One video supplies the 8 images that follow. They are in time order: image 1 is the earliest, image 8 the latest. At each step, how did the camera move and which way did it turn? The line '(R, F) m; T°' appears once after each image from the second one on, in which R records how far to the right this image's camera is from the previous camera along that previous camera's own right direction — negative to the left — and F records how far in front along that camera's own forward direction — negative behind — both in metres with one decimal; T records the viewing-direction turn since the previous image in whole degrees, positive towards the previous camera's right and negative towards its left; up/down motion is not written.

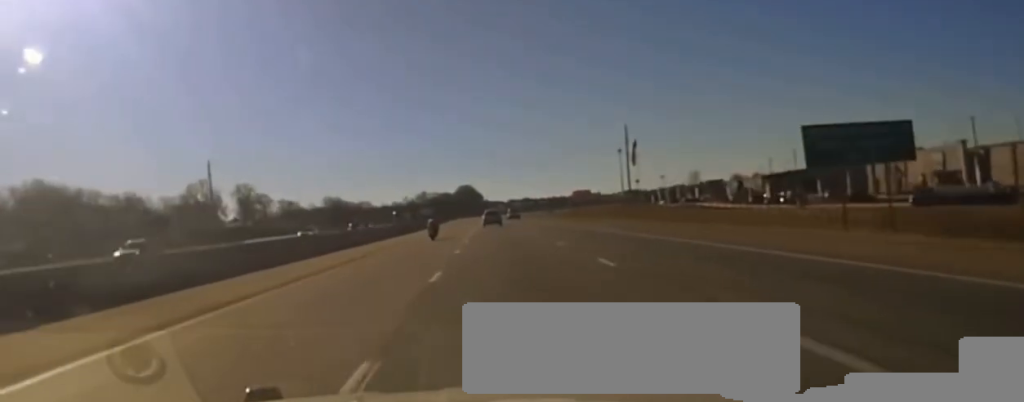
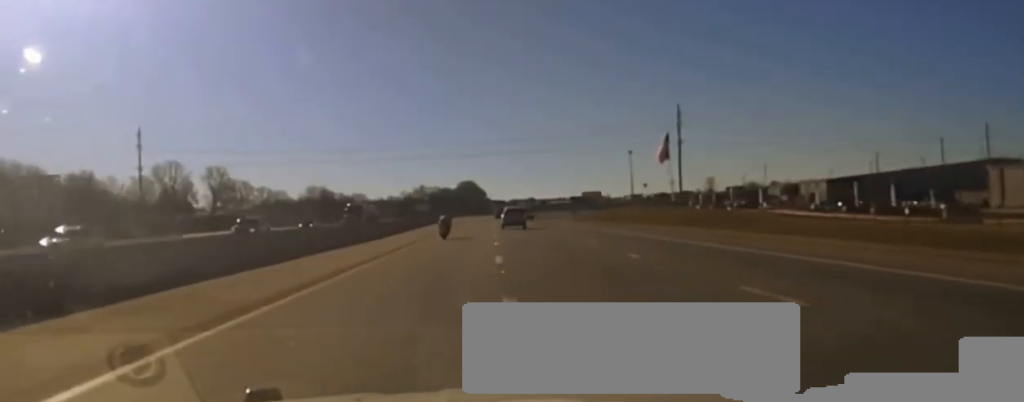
(-0.1, +41.8) m; 0°
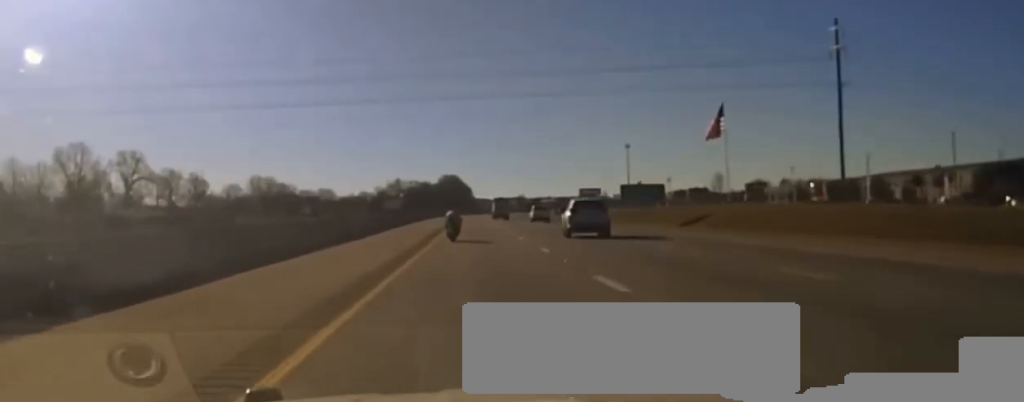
(0.0, +70.5) m; +1°
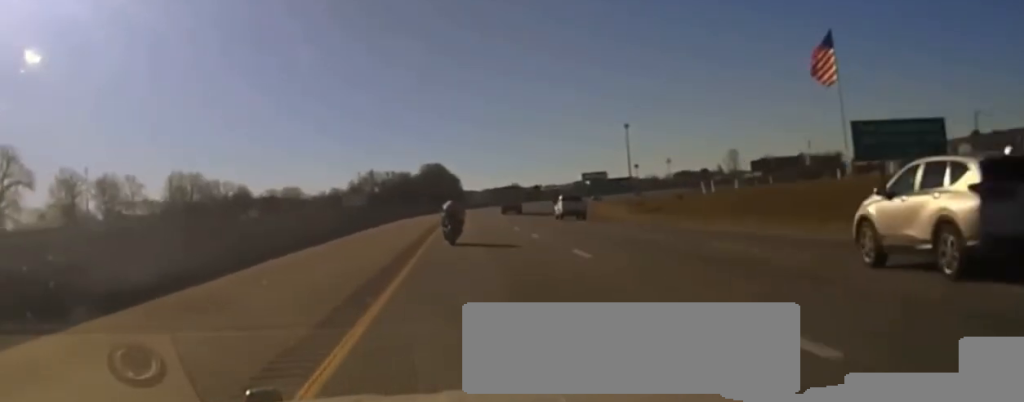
(+1.4, +66.2) m; +2°
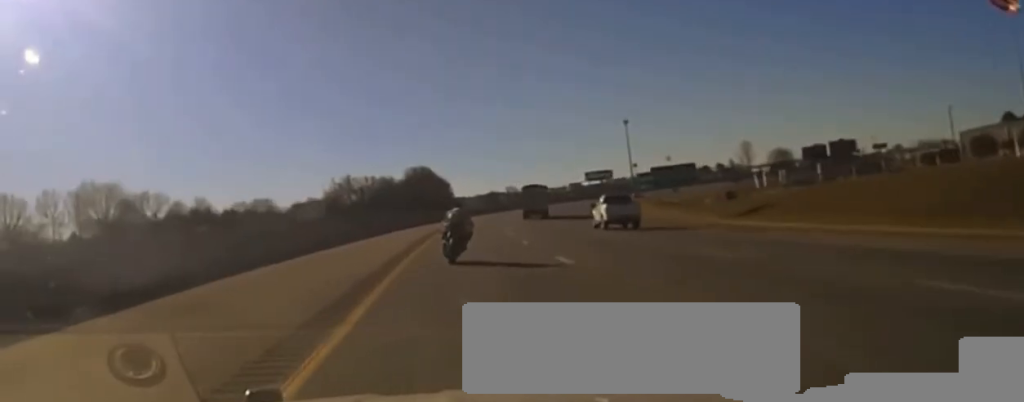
(+0.1, +47.3) m; +1°
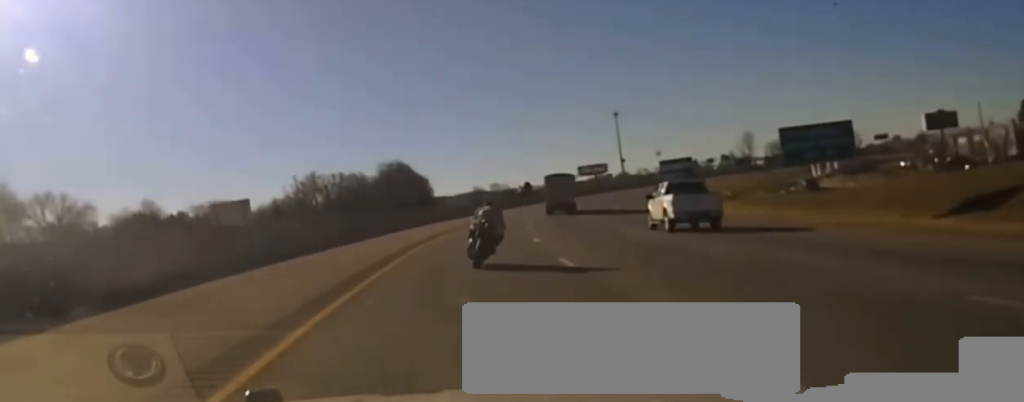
(+0.6, +36.4) m; +2°
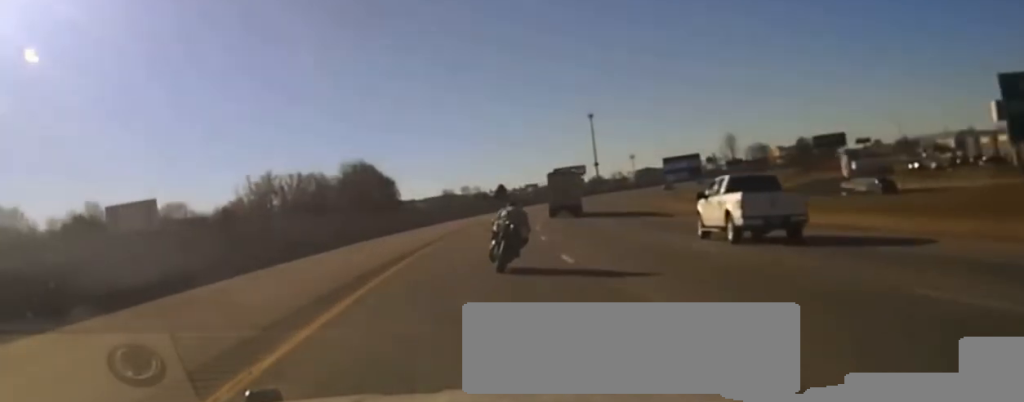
(+0.2, +21.7) m; +2°
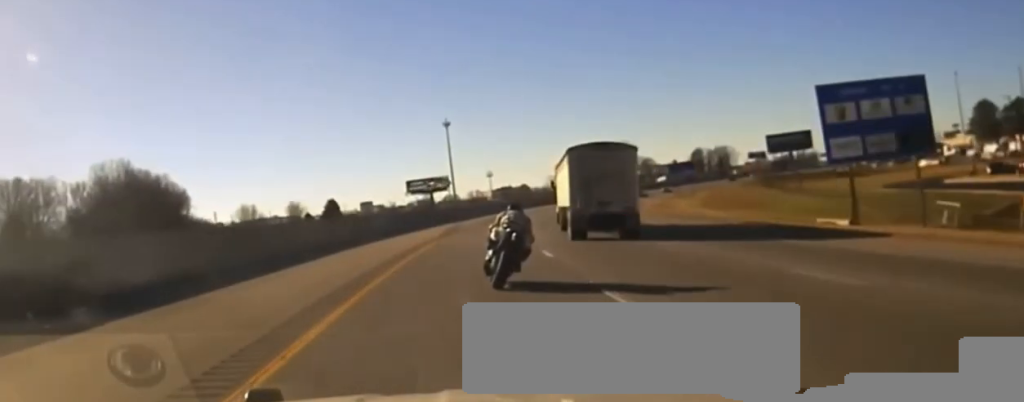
(+7.6, +86.7) m; +10°
